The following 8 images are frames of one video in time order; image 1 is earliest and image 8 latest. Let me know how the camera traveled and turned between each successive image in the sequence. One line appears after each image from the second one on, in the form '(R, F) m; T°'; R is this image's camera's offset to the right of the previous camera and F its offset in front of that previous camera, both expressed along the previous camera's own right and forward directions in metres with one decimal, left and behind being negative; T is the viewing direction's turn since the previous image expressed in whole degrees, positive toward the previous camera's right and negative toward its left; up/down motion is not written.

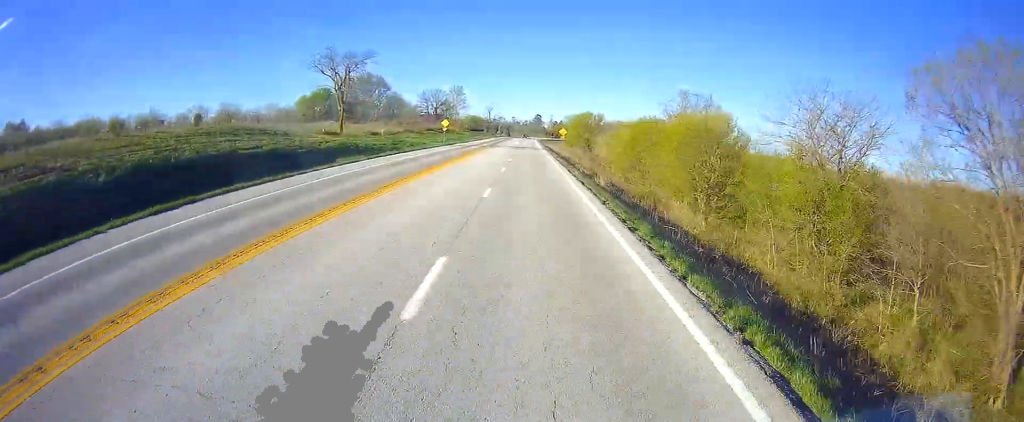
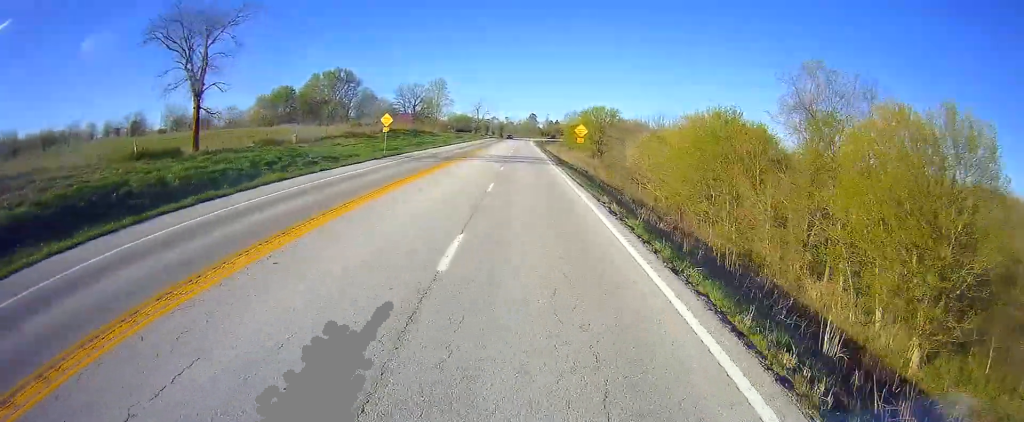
(+0.2, +33.9) m; +1°
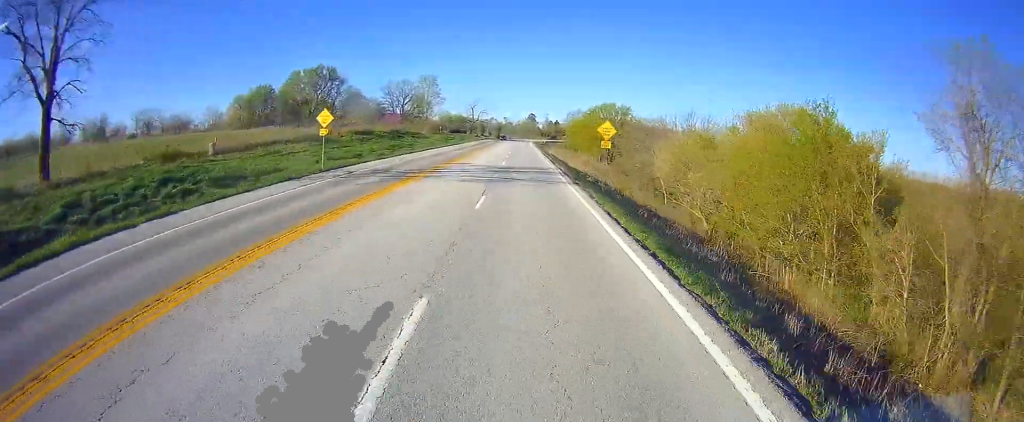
(+0.4, +16.5) m; 0°
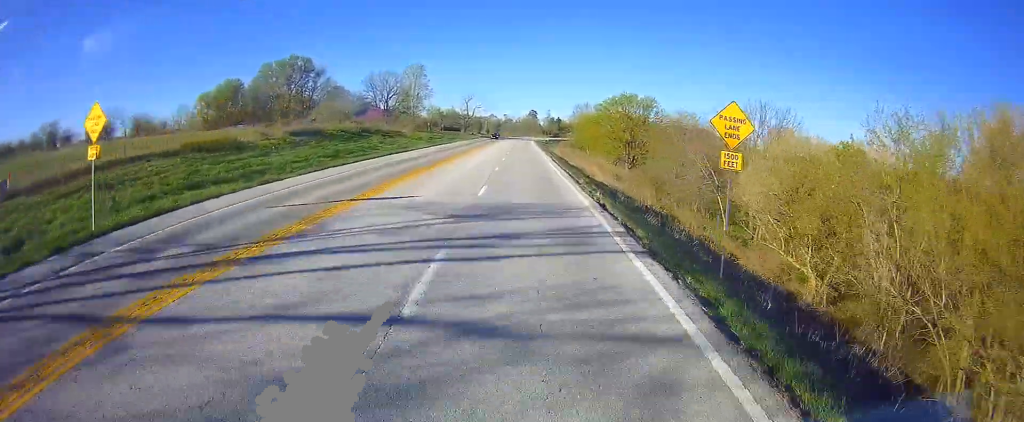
(-0.2, +21.7) m; 0°
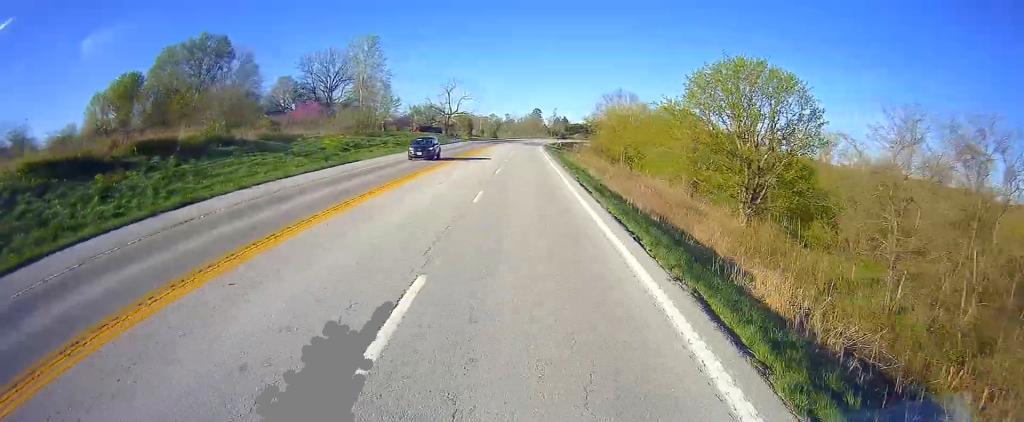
(+0.1, +49.6) m; 0°
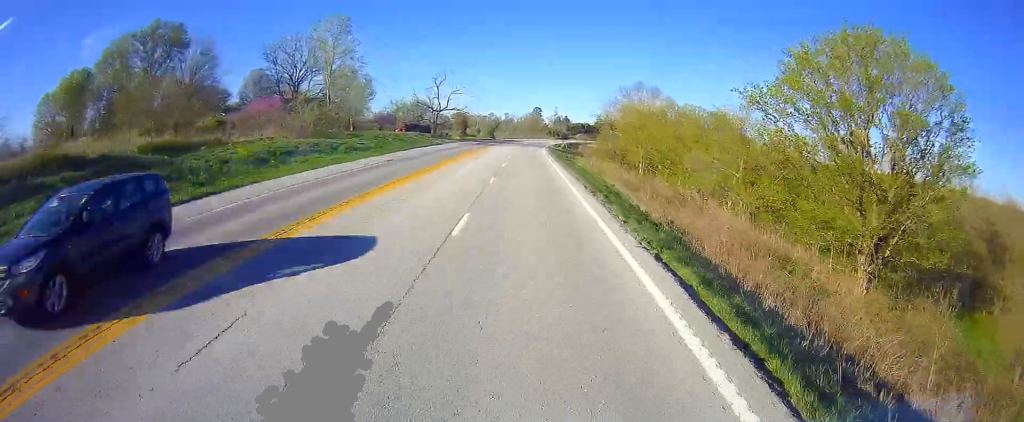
(-0.2, +17.6) m; 0°
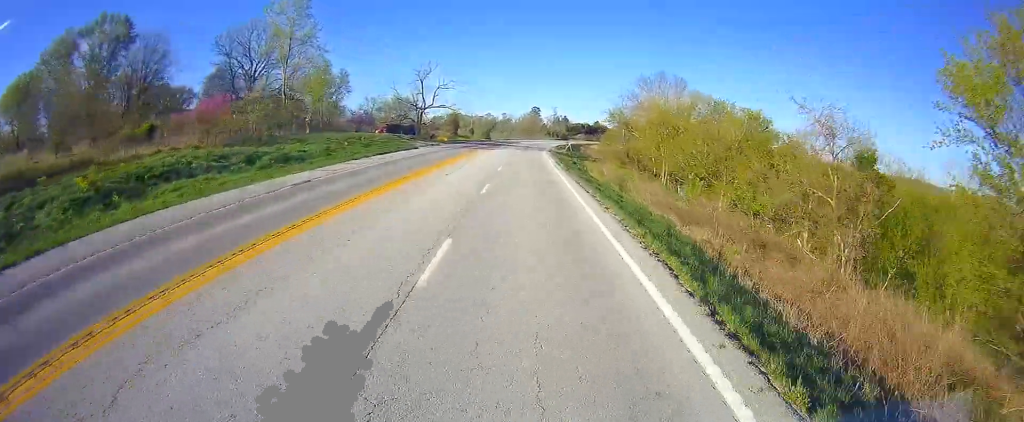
(-0.1, +15.5) m; 0°
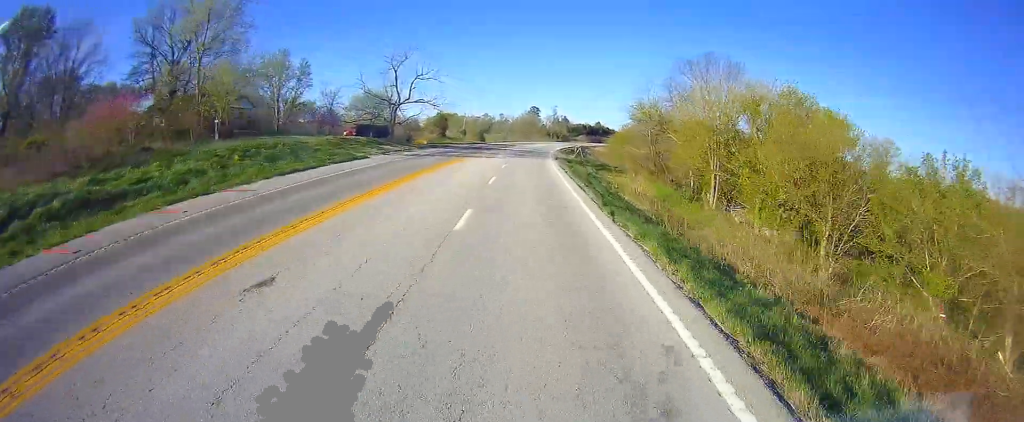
(+0.2, +19.7) m; +1°
